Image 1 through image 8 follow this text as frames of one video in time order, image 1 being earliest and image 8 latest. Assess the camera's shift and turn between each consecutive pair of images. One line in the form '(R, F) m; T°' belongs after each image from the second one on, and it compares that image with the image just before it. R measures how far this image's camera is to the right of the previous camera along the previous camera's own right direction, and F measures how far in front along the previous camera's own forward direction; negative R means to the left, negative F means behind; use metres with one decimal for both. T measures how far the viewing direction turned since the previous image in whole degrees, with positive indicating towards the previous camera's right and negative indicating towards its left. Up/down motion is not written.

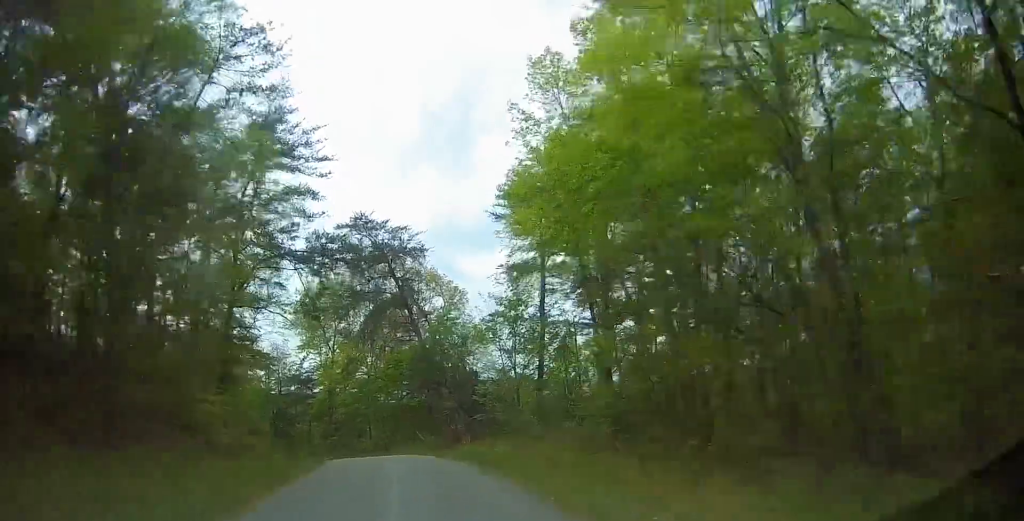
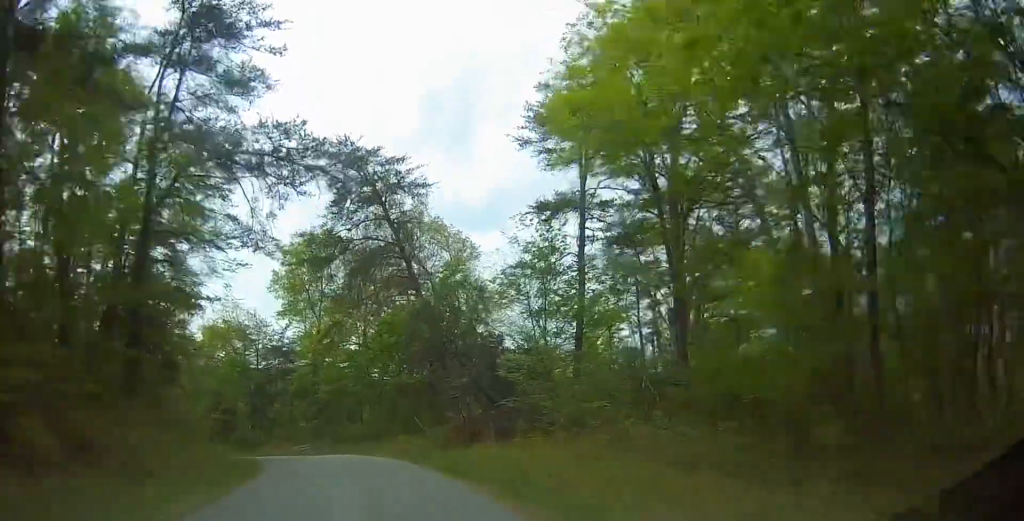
(+0.1, +10.4) m; -1°
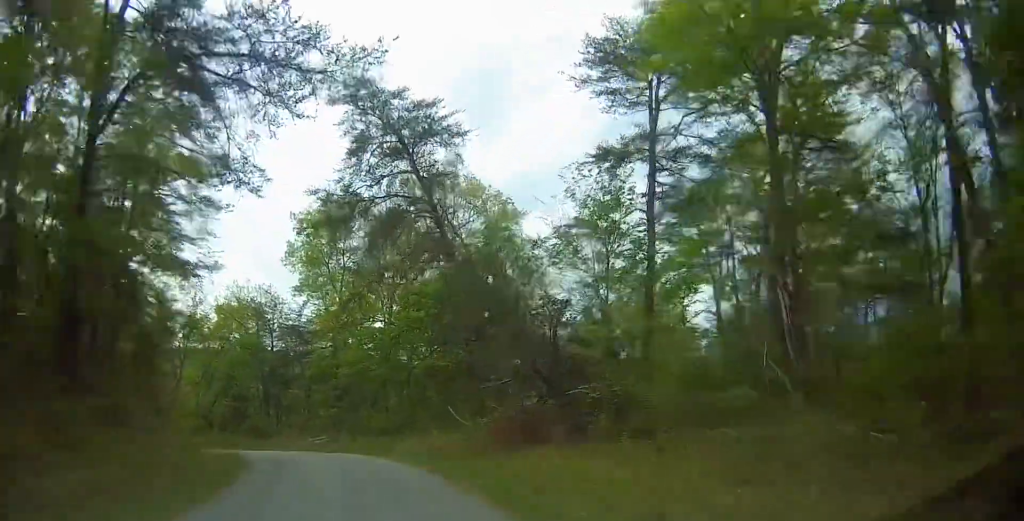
(-0.1, +5.8) m; -3°
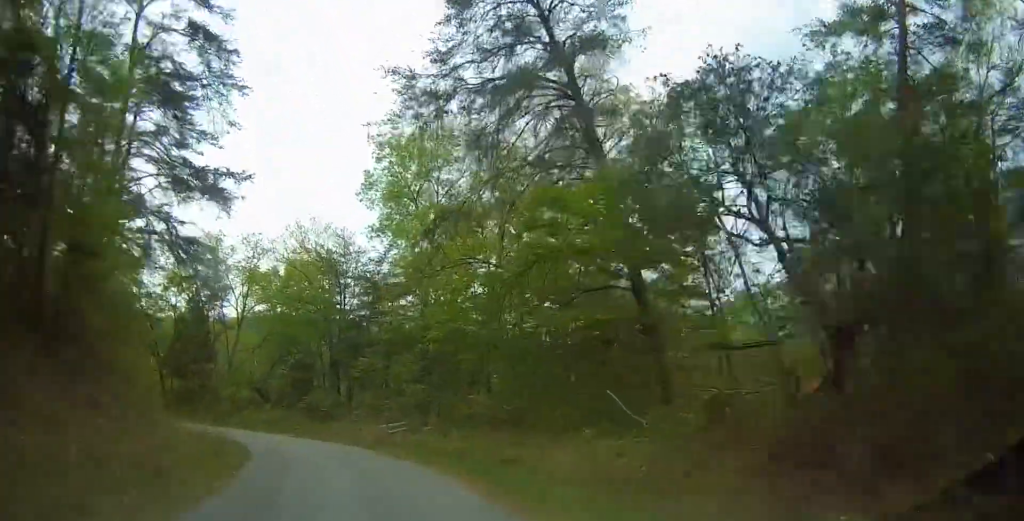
(-0.8, +10.7) m; -8°
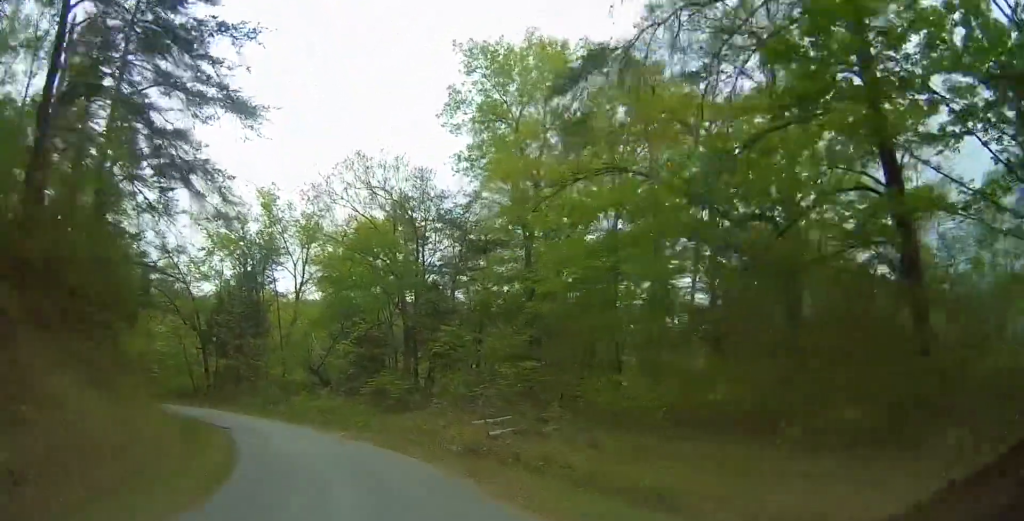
(-0.5, +9.7) m; -4°
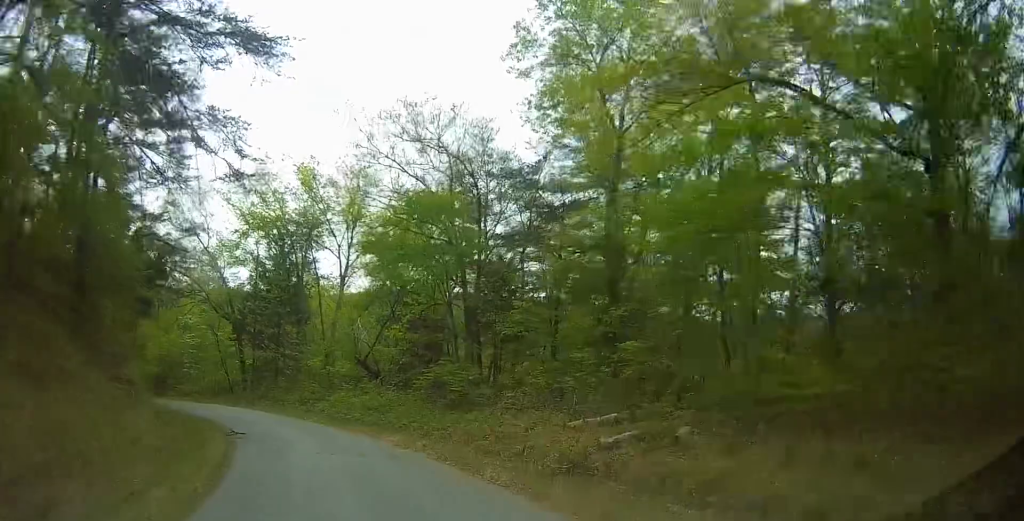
(0.0, +5.1) m; -4°
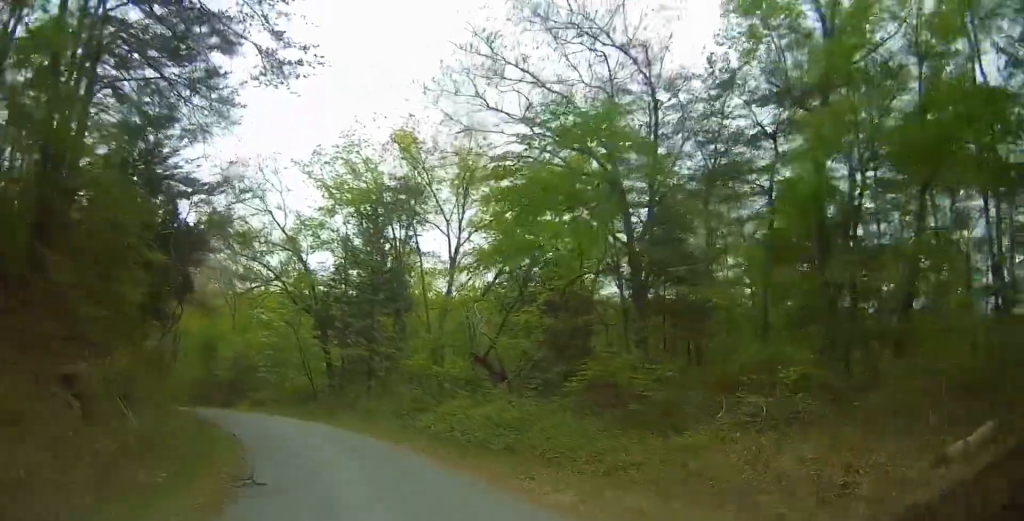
(-0.7, +8.4) m; -9°
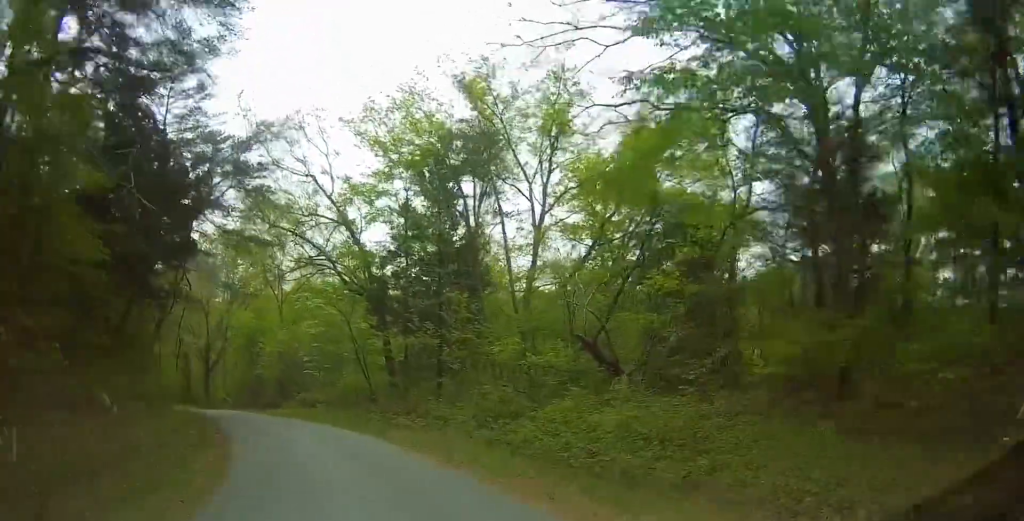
(-0.3, +6.7) m; -7°
